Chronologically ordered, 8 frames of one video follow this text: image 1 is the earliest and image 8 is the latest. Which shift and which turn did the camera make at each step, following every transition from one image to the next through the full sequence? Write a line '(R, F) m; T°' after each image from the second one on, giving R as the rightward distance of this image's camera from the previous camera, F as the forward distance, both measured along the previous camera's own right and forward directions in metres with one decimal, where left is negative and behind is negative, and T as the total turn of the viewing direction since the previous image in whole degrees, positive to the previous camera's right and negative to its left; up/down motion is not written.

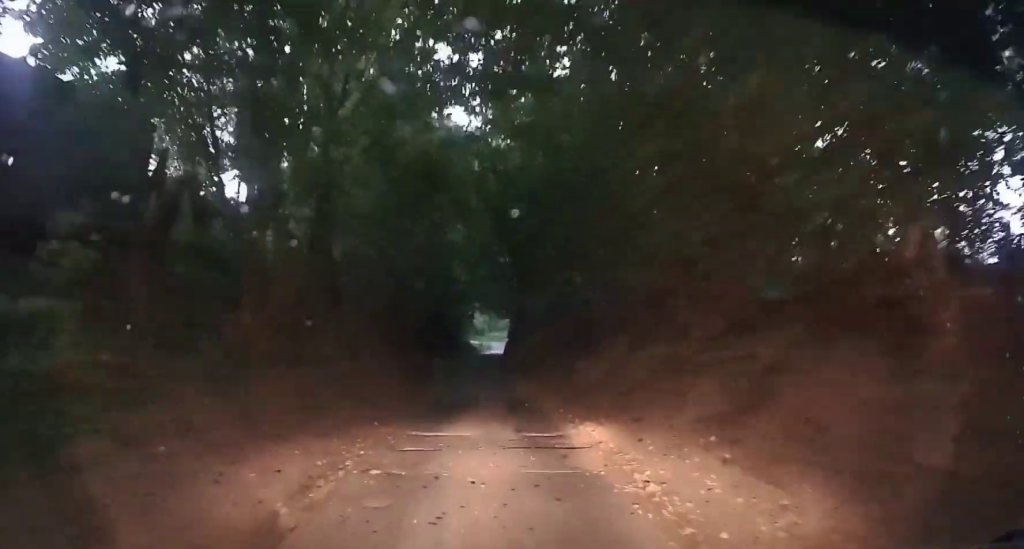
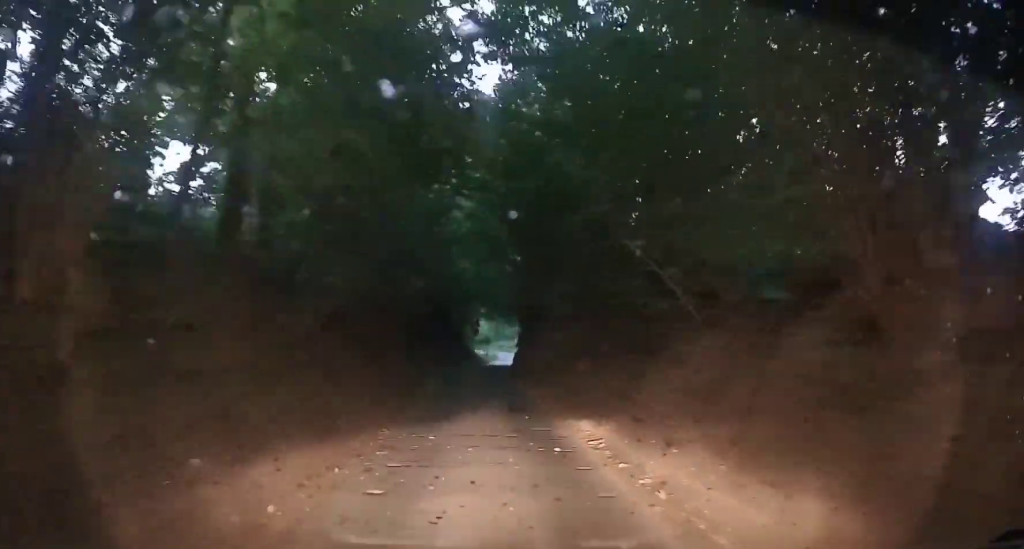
(0.0, +3.7) m; -2°
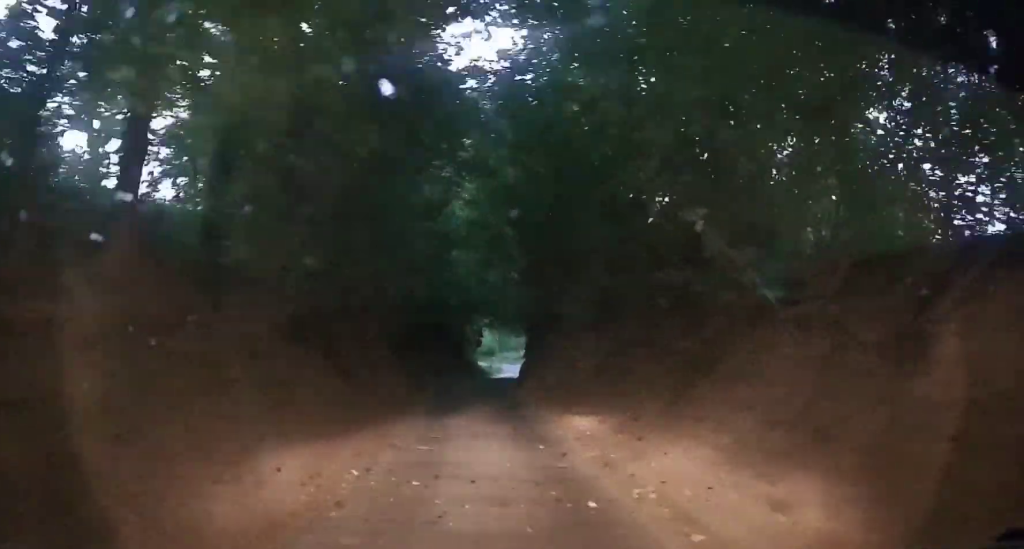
(-0.1, +1.7) m; -3°
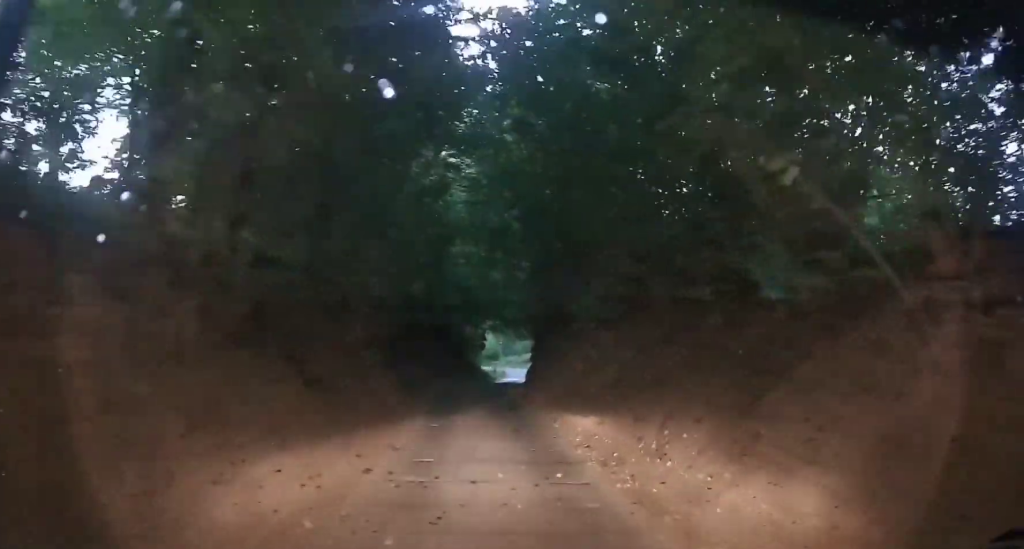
(0.0, +1.5) m; -2°
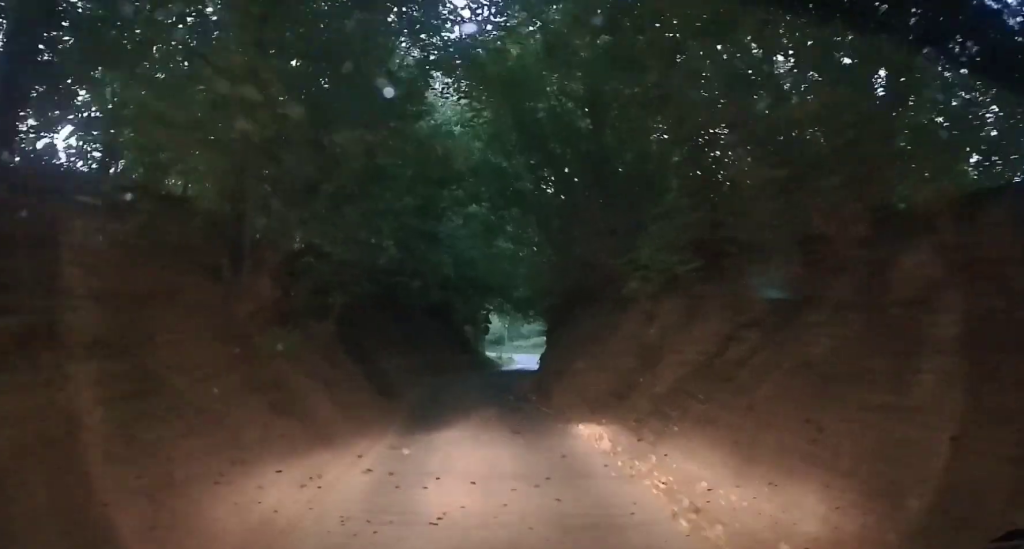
(-0.2, +3.2) m; -4°
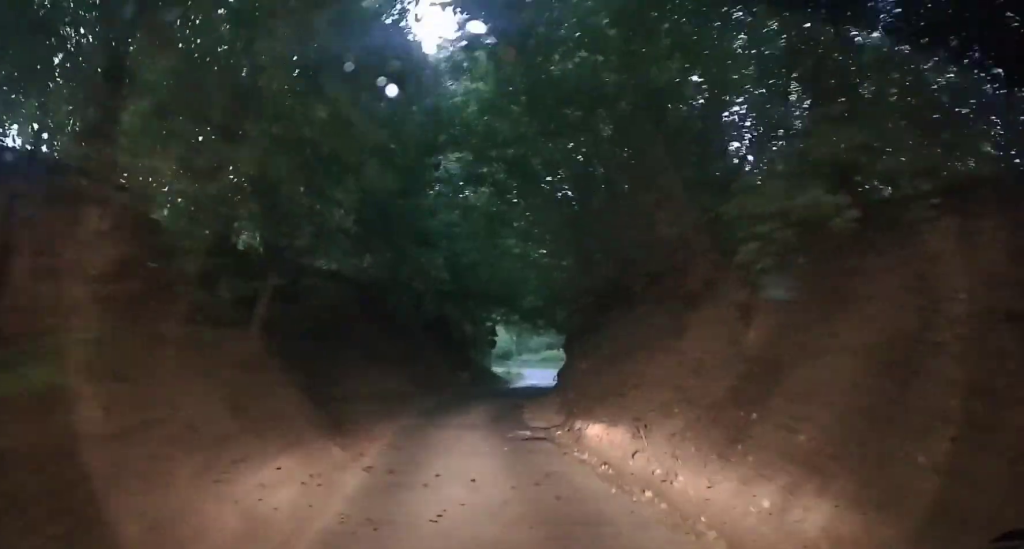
(0.0, +2.3) m; -7°
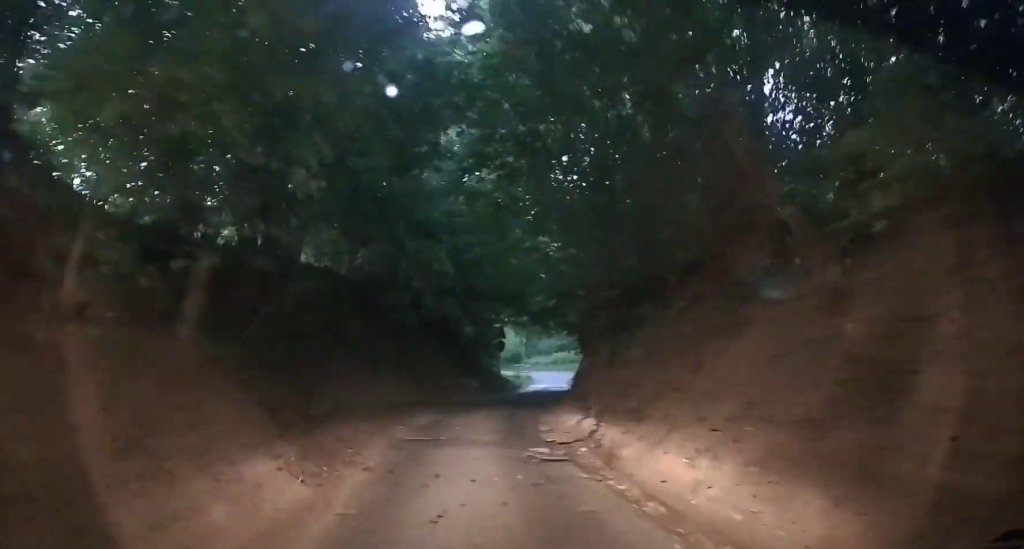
(-0.1, +1.1) m; -2°
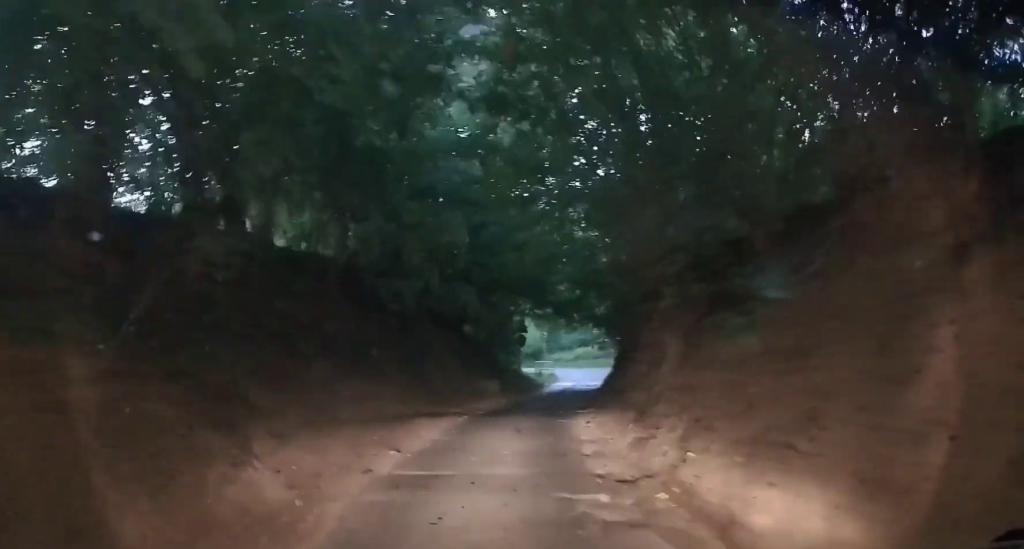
(-0.2, +1.9) m; -3°
